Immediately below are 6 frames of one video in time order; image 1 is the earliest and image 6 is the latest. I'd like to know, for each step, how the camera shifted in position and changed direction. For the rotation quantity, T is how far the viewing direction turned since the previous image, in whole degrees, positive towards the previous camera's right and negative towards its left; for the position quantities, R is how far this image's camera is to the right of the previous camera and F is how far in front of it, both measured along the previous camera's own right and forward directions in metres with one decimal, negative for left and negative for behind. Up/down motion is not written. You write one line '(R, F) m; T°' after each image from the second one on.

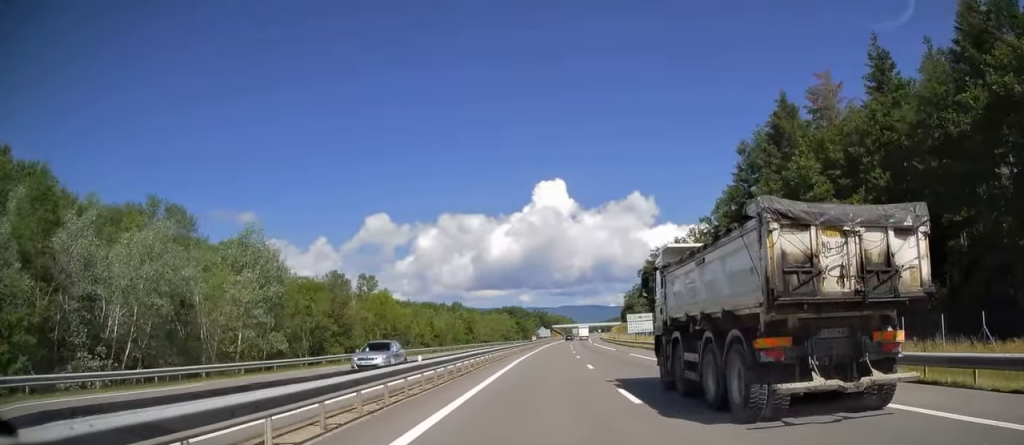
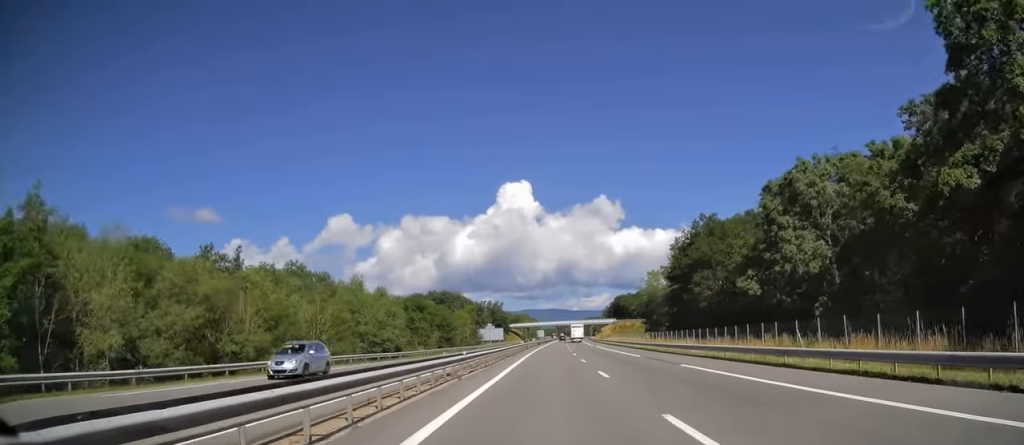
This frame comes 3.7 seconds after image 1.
(+4.5, +121.1) m; +4°
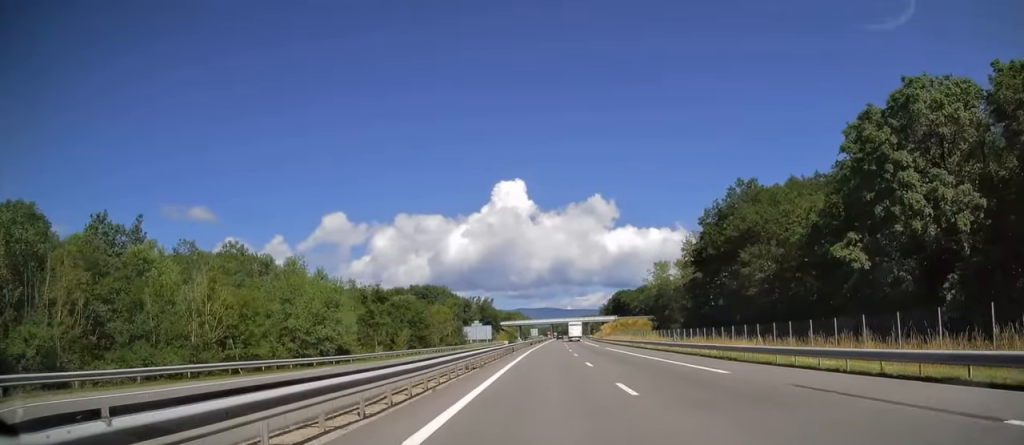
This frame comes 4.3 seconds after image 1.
(+0.3, +19.5) m; +1°
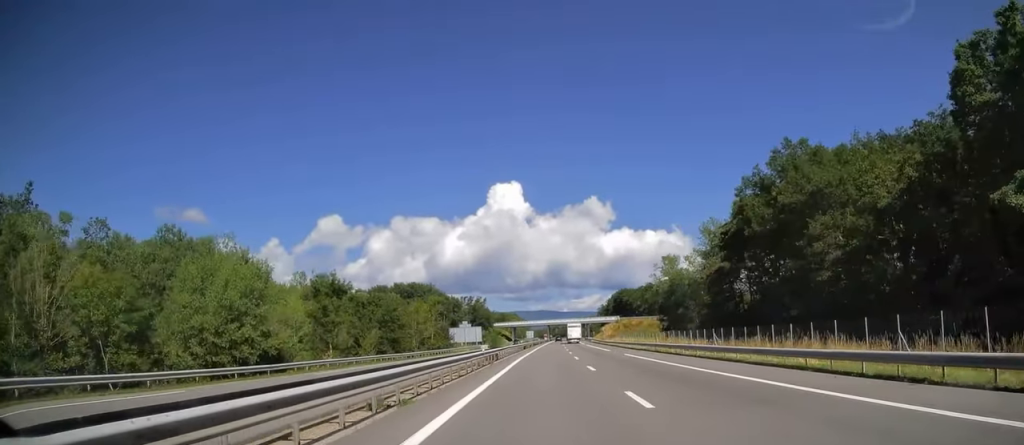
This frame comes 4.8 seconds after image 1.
(+0.1, +15.1) m; 0°
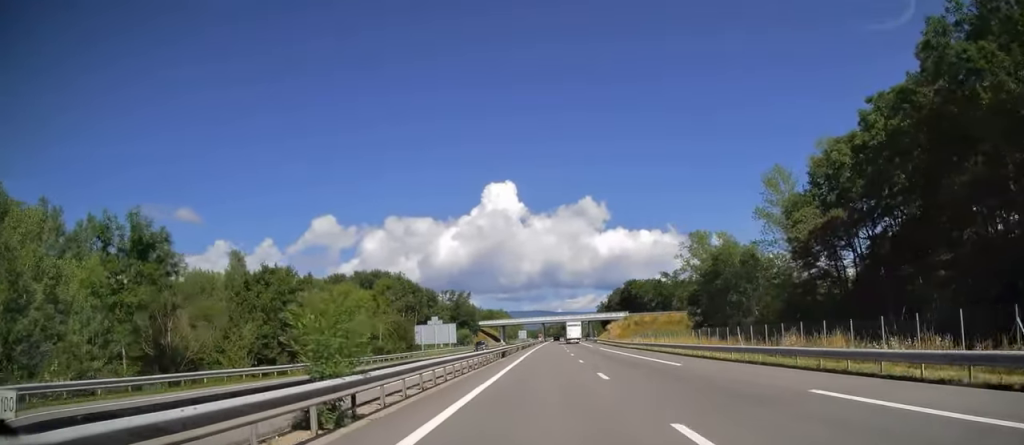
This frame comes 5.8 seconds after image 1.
(+0.1, +31.3) m; +1°
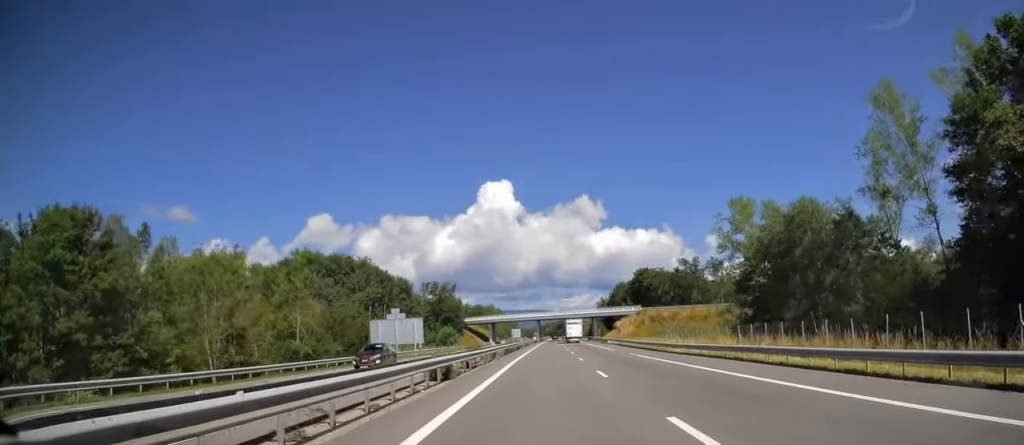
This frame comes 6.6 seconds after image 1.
(+0.3, +25.4) m; 0°
